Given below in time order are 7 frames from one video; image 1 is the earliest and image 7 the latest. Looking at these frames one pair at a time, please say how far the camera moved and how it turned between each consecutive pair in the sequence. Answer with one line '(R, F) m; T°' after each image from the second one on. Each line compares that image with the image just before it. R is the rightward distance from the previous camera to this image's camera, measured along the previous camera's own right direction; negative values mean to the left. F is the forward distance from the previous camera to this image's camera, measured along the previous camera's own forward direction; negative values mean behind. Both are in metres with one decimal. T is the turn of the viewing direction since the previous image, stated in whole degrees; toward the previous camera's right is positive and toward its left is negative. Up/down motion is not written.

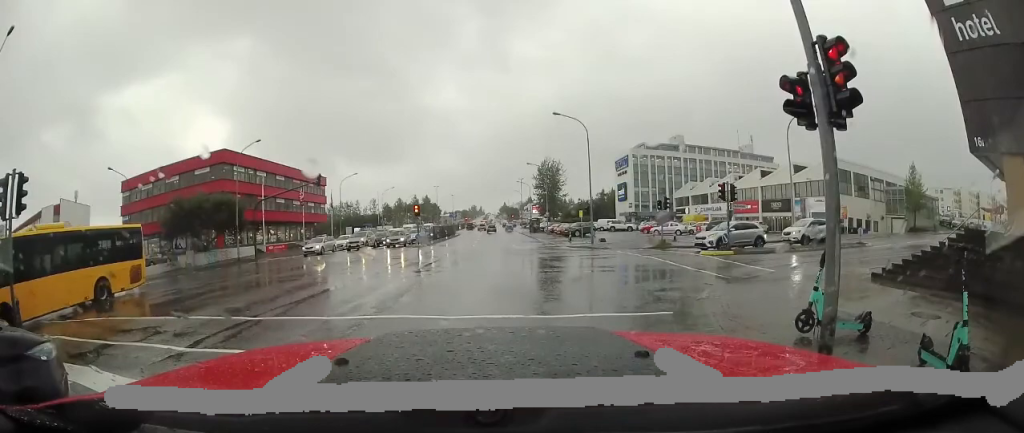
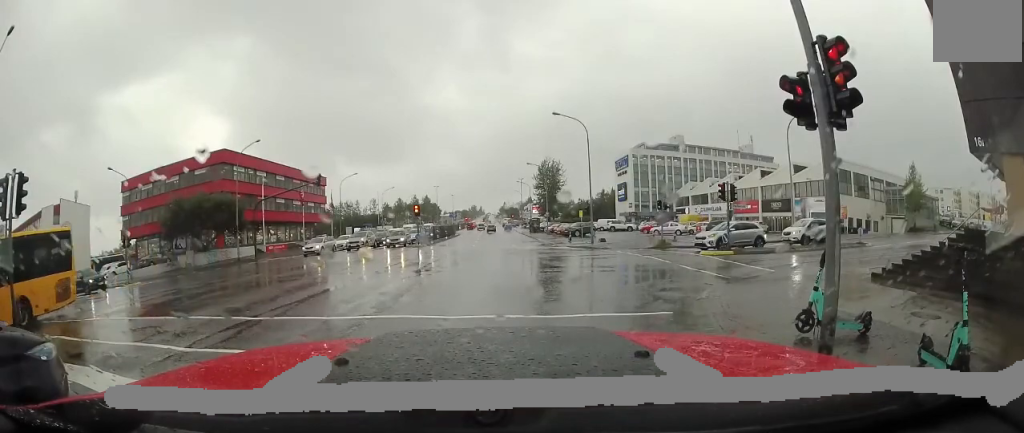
(0.0, 0.0) m; 0°
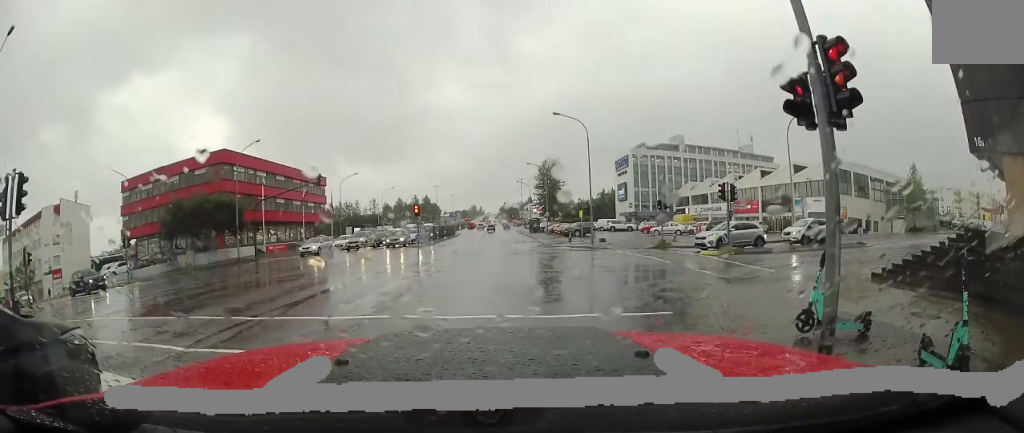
(0.0, +0.2) m; 0°
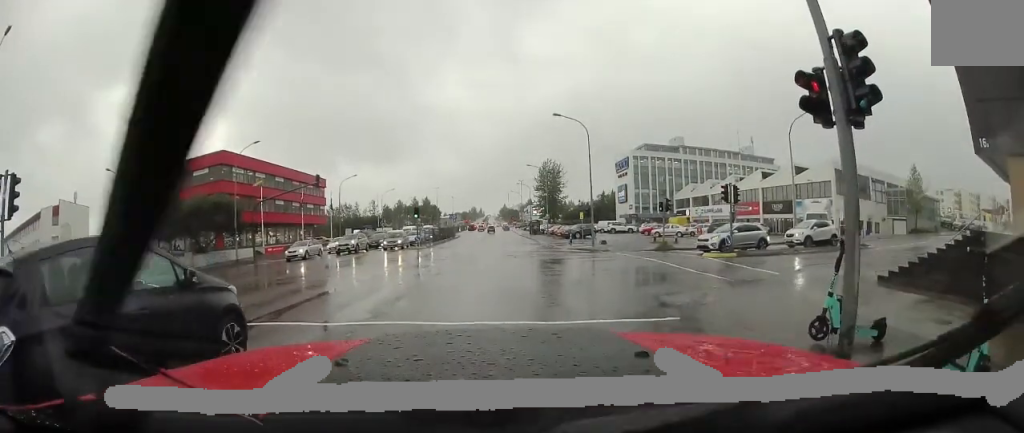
(0.0, +0.2) m; 0°
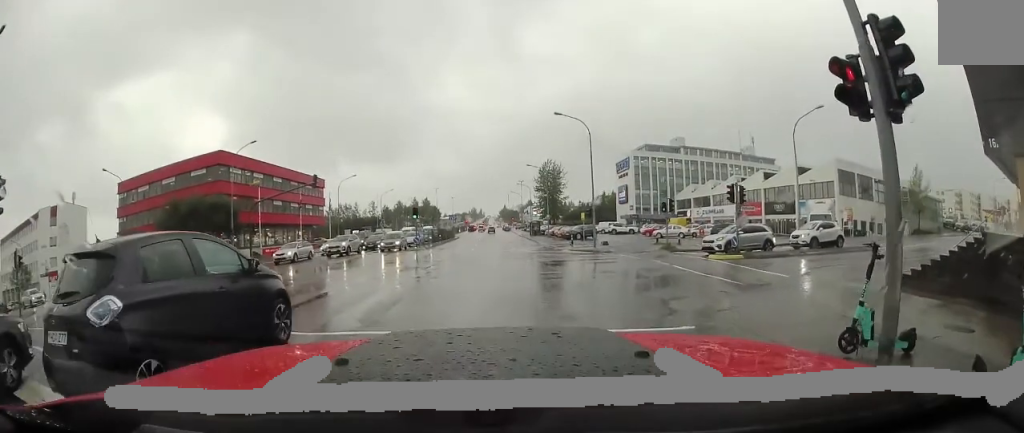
(0.0, +0.1) m; 0°
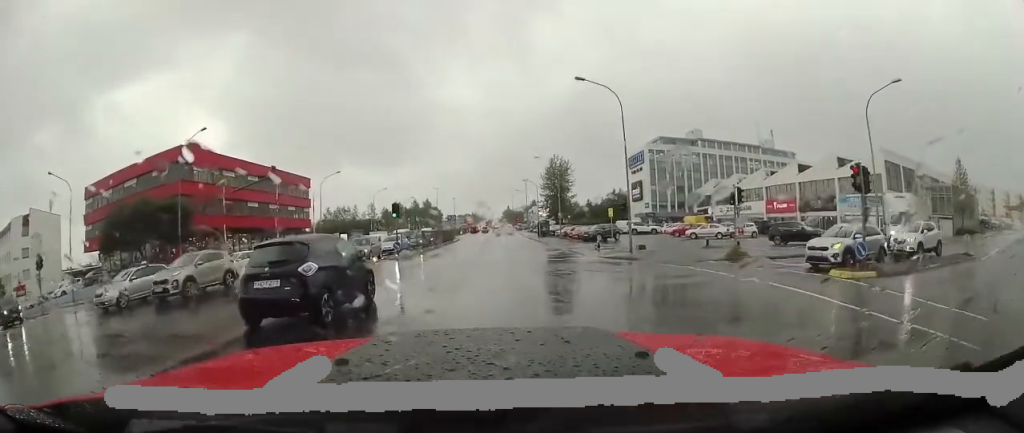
(0.0, +3.2) m; -2°
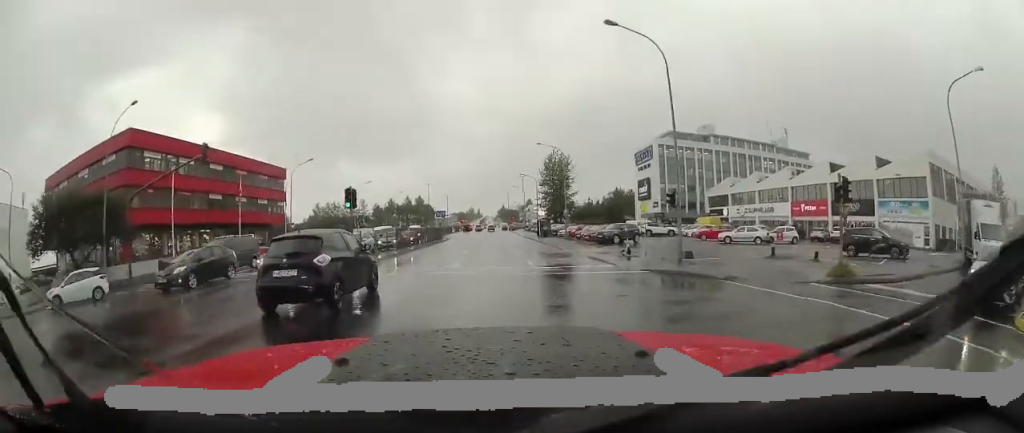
(-0.1, +4.6) m; -1°
